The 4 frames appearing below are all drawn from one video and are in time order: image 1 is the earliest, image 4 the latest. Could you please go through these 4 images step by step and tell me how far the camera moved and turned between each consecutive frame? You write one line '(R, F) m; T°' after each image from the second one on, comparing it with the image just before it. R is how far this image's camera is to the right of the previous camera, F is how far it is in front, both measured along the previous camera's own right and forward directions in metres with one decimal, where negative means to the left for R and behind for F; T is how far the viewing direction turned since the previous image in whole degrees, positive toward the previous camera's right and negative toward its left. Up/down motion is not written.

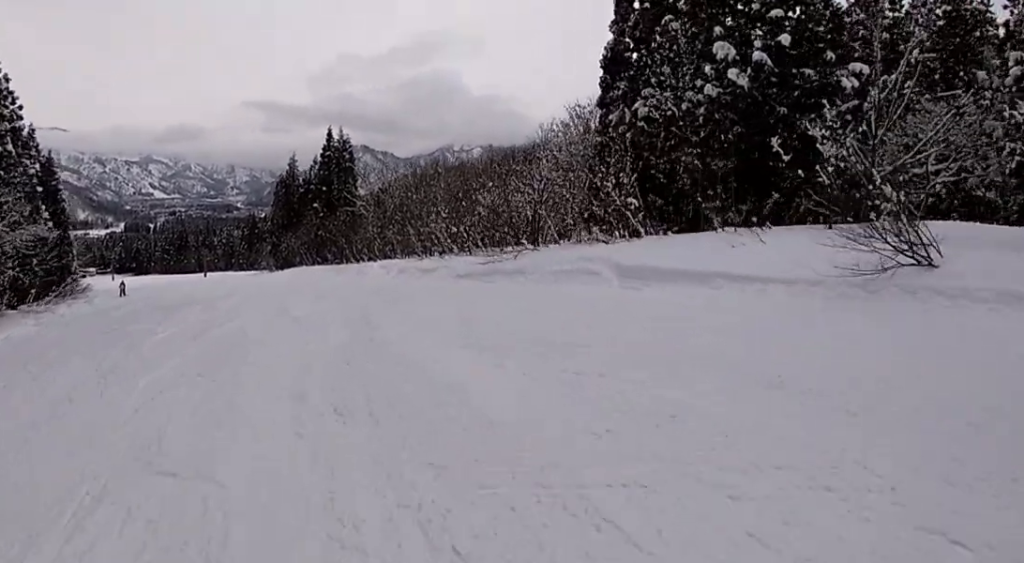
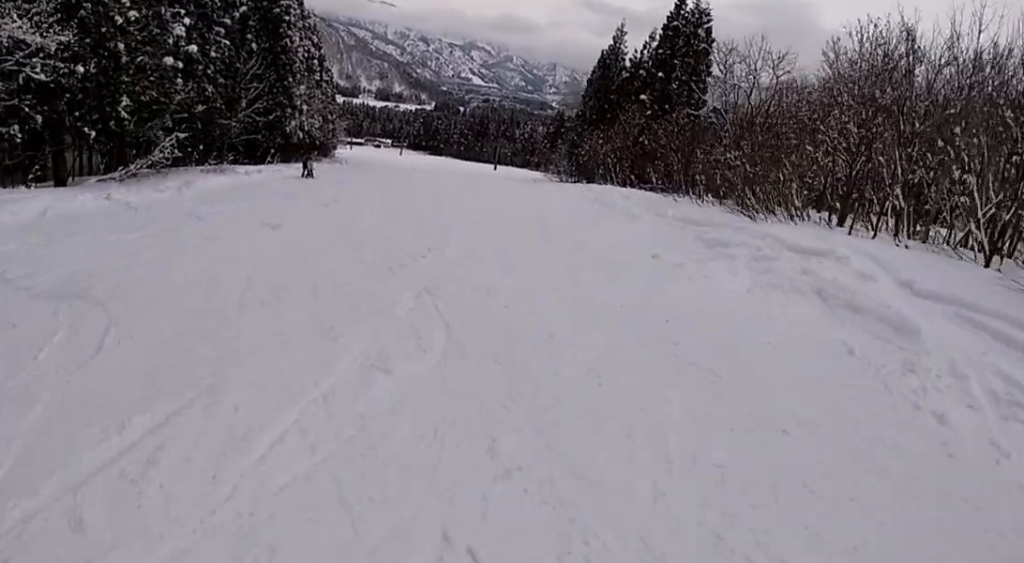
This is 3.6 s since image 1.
(-7.5, +29.2) m; -34°
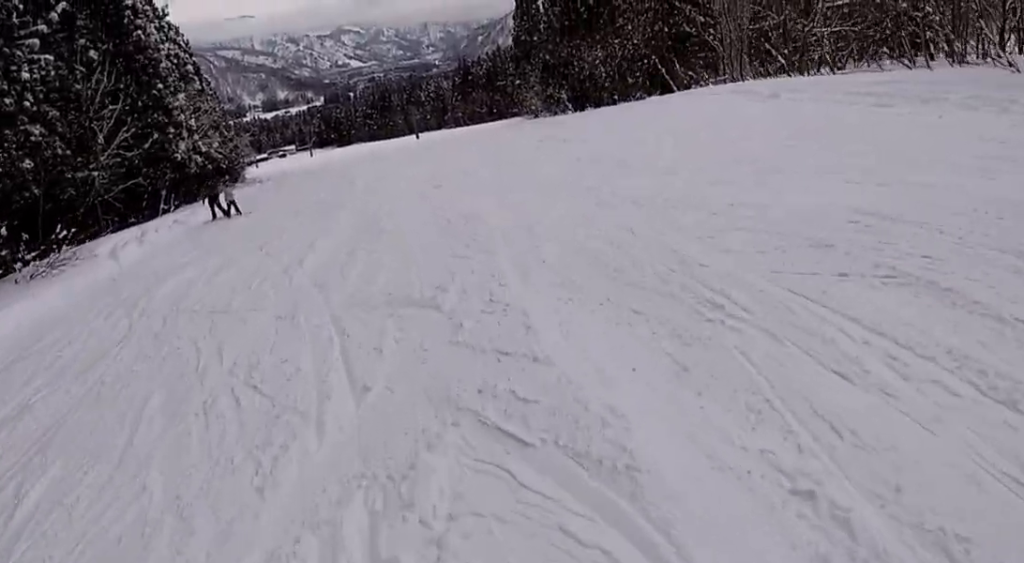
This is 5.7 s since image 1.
(-0.3, +19.0) m; +11°
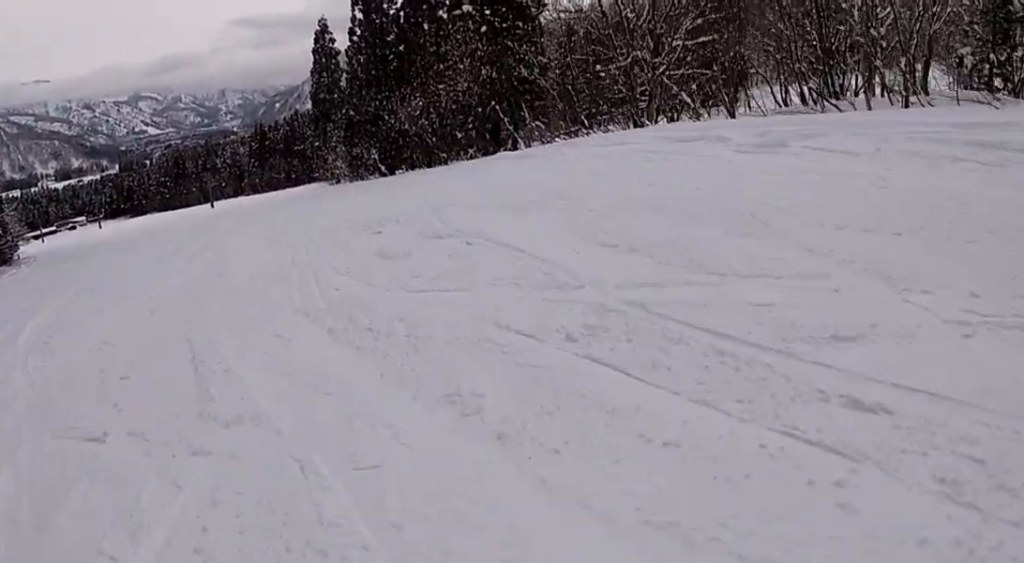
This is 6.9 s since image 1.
(+1.8, +9.7) m; +15°
